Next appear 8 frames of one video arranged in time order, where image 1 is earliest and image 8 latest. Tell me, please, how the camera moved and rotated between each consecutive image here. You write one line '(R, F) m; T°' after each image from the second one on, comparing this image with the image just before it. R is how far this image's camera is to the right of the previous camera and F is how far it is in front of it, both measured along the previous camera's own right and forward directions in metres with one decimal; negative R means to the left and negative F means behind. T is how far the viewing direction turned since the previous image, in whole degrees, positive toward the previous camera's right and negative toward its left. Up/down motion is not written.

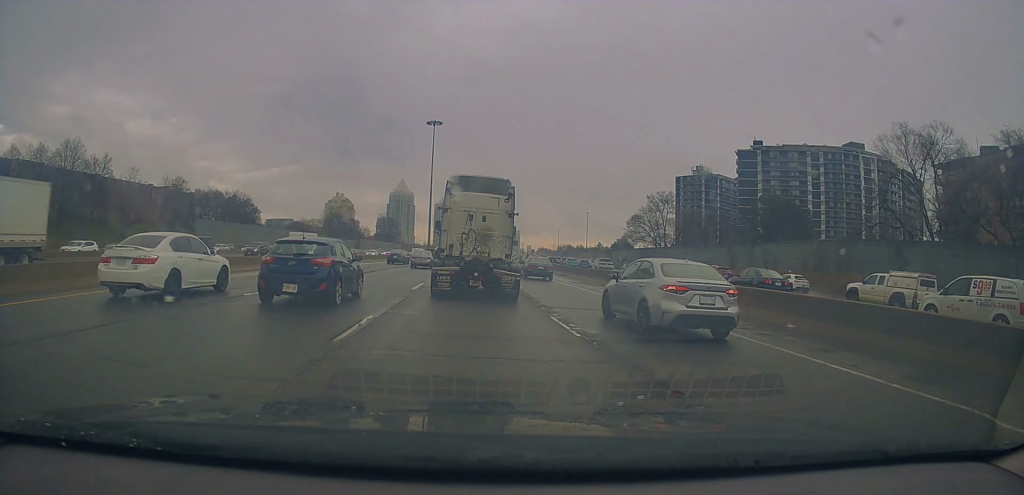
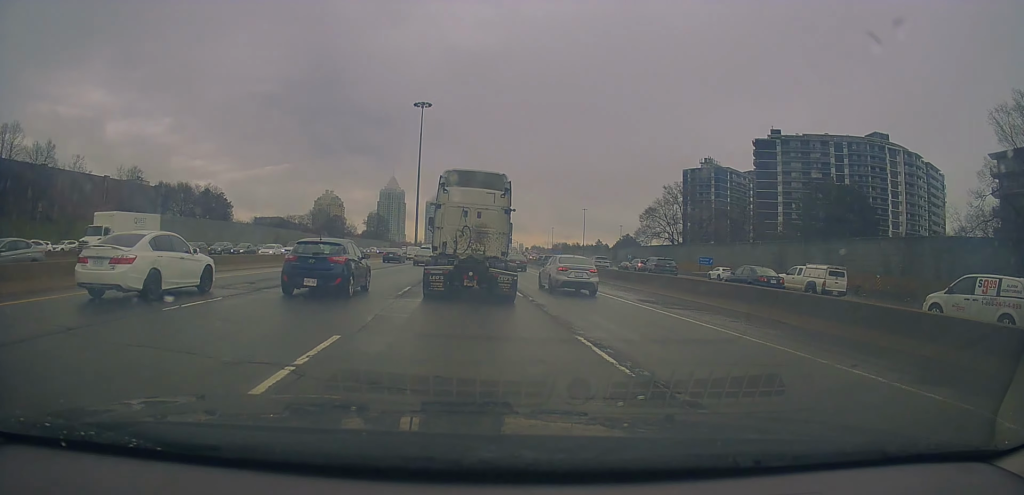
(+0.5, +14.8) m; +5°
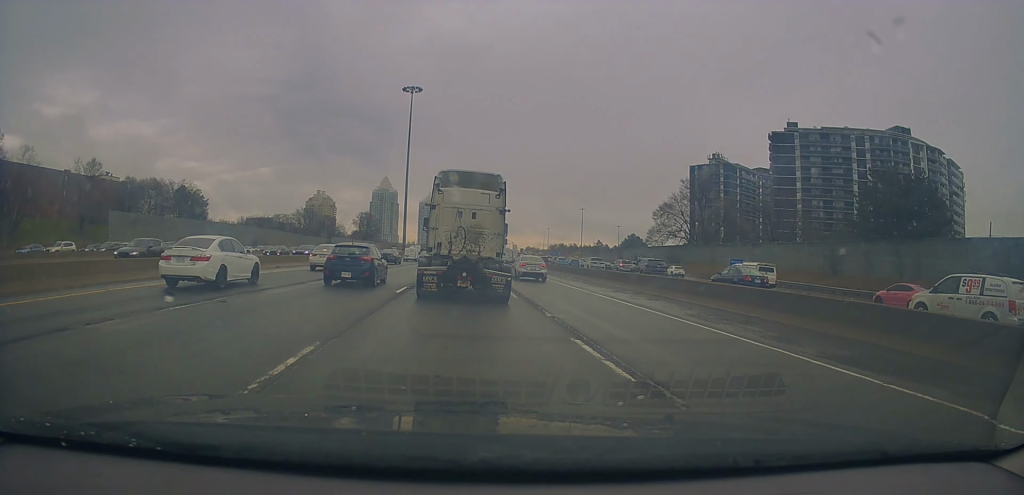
(-0.5, +12.6) m; -5°
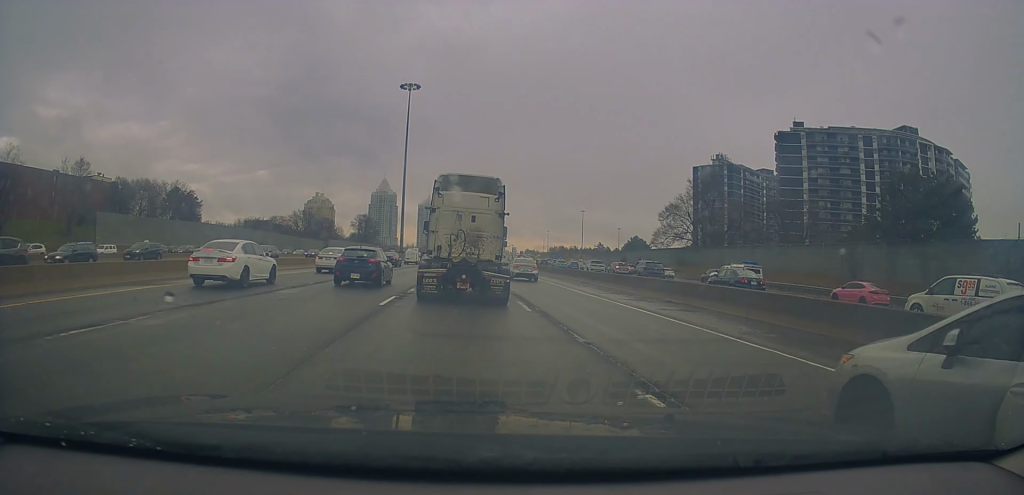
(-0.1, +3.6) m; 0°
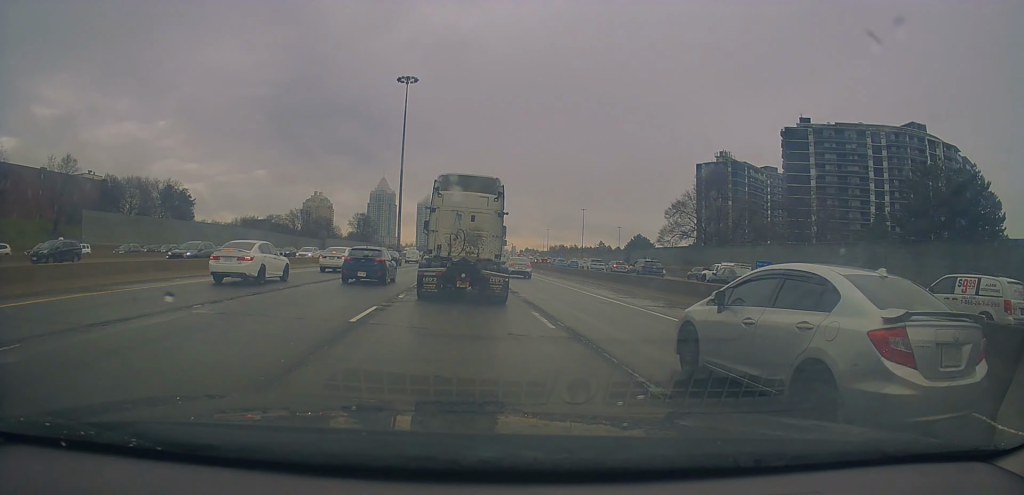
(0.0, +3.6) m; +2°
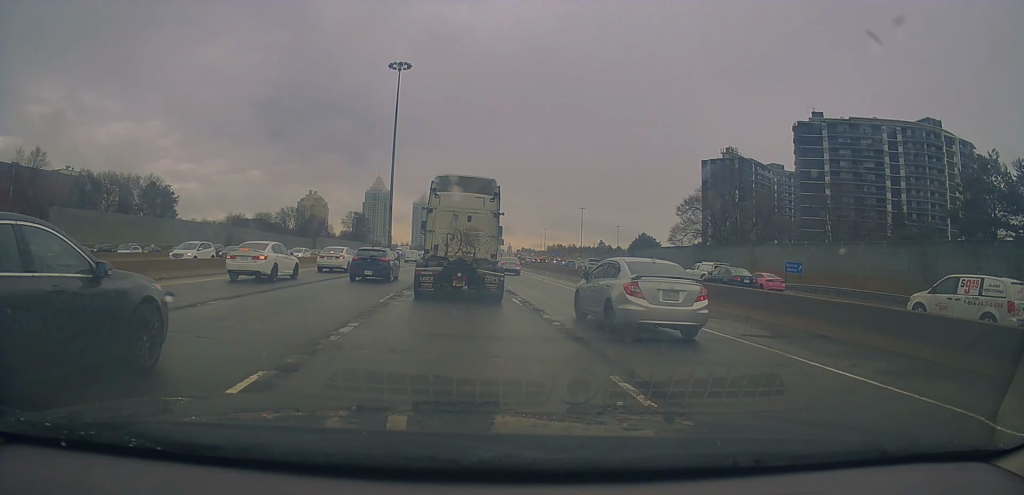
(+0.3, +7.1) m; +4°
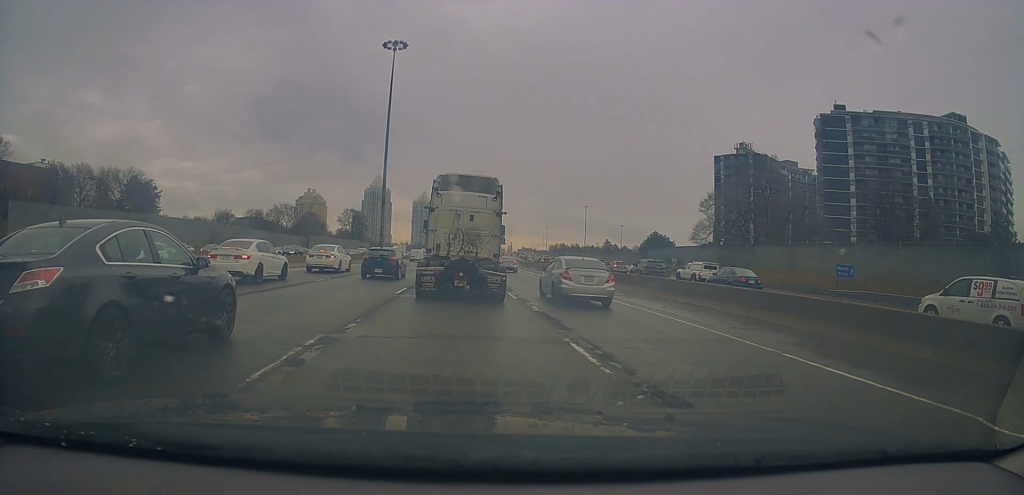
(+0.1, +8.8) m; -3°
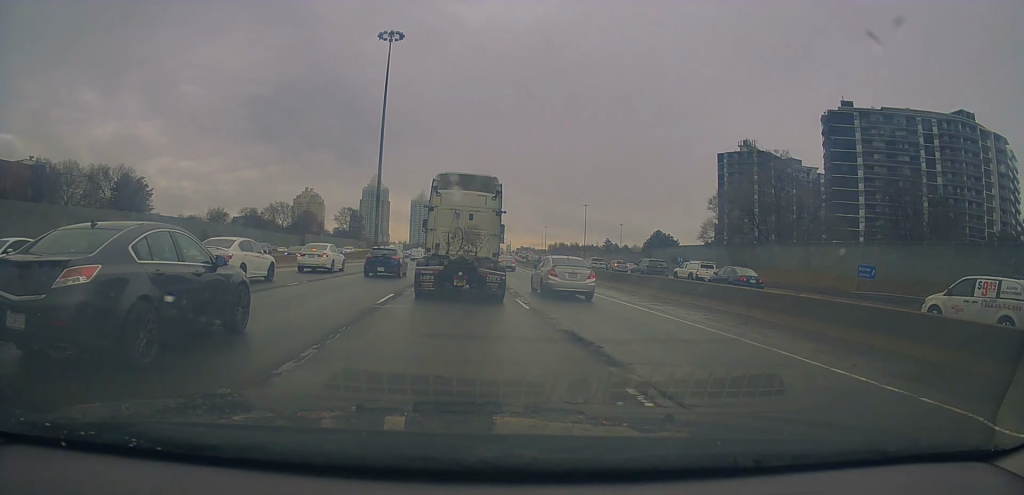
(-0.1, +3.4) m; -2°
